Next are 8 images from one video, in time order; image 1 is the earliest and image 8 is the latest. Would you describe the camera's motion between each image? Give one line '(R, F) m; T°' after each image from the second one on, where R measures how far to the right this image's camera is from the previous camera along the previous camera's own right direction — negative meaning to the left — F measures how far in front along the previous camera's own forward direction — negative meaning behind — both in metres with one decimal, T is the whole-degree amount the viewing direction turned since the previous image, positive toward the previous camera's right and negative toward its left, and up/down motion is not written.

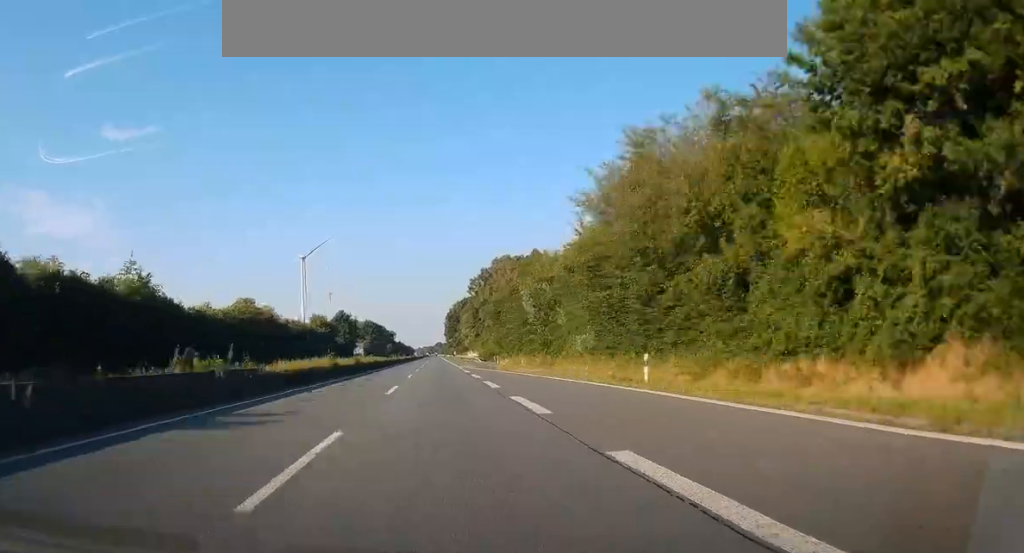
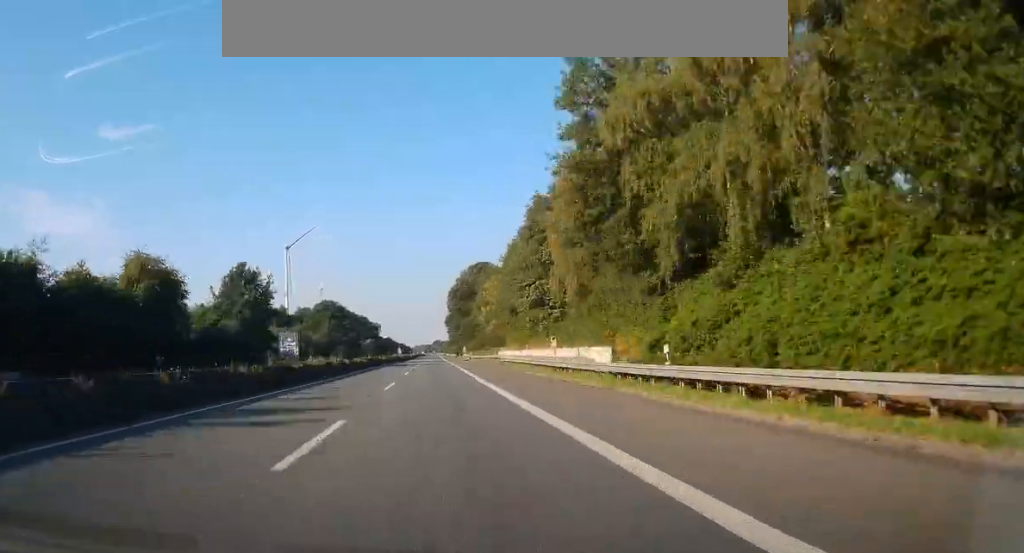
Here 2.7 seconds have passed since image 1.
(-0.2, +115.8) m; 0°
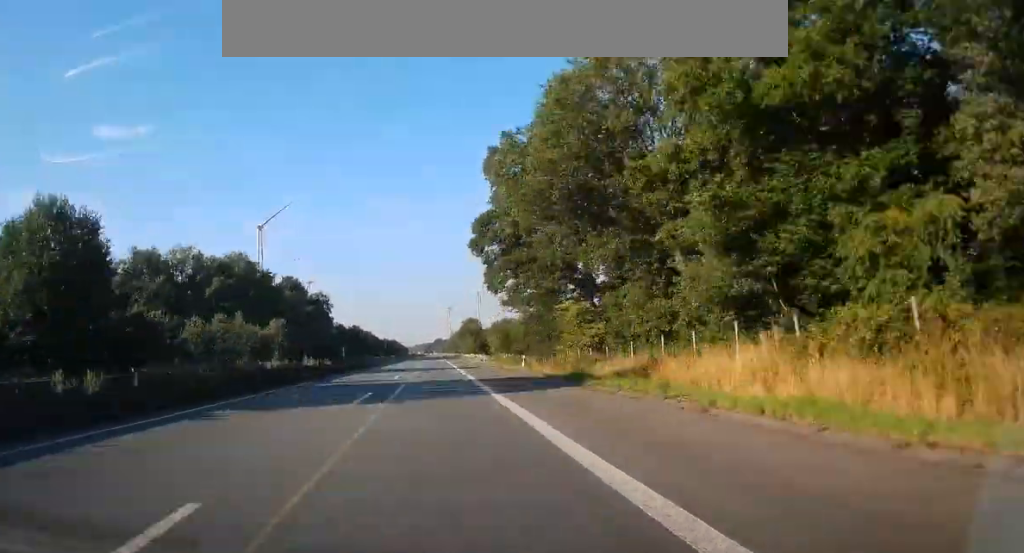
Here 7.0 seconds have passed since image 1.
(+0.4, +187.1) m; 0°
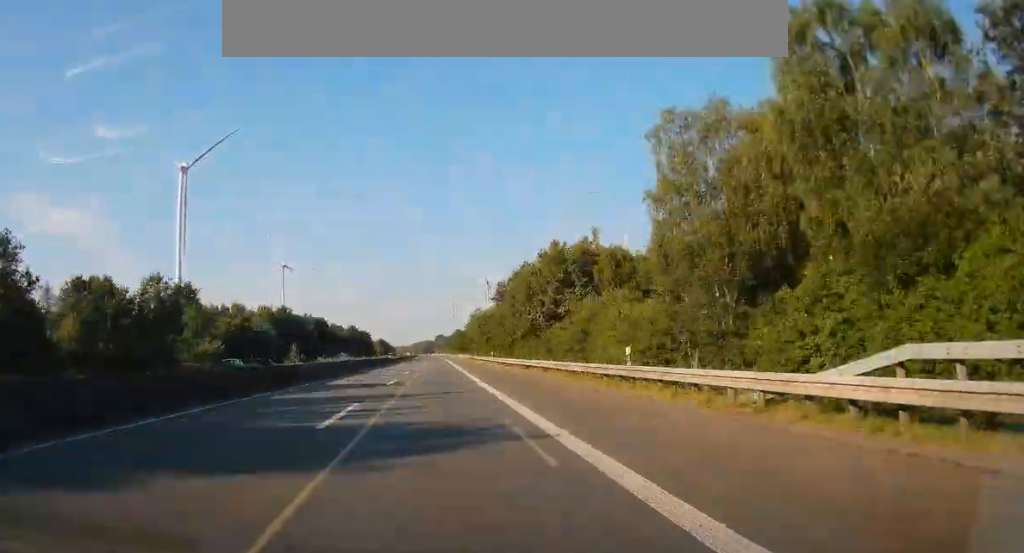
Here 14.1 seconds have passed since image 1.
(-1.0, +223.7) m; 0°
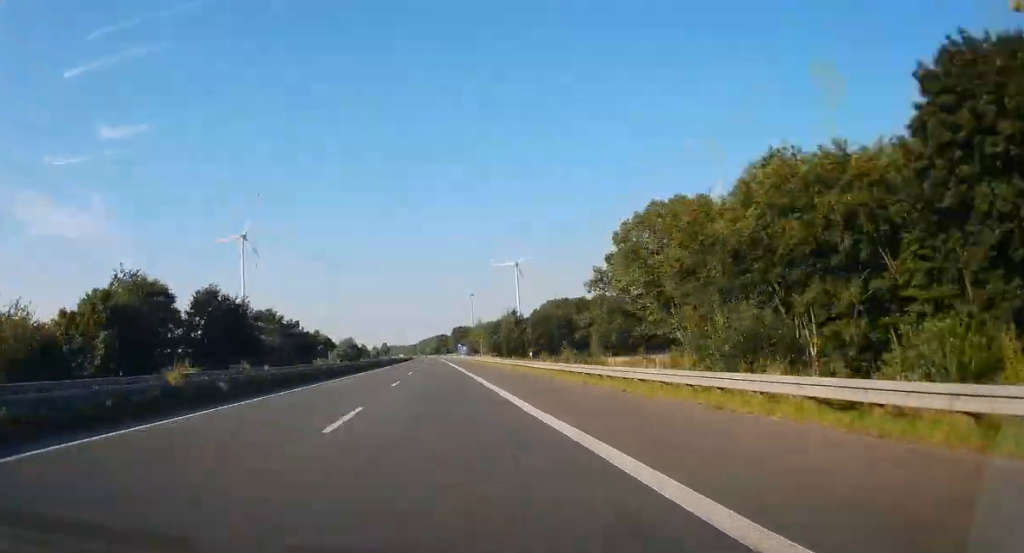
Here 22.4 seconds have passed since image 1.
(-1.8, +305.1) m; +6°
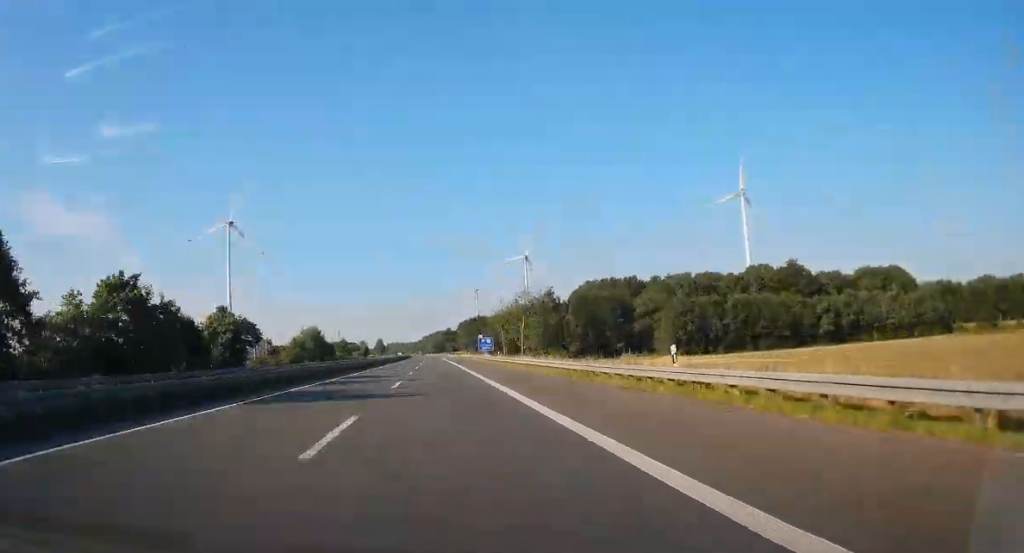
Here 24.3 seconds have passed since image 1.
(+8.4, +62.4) m; -3°
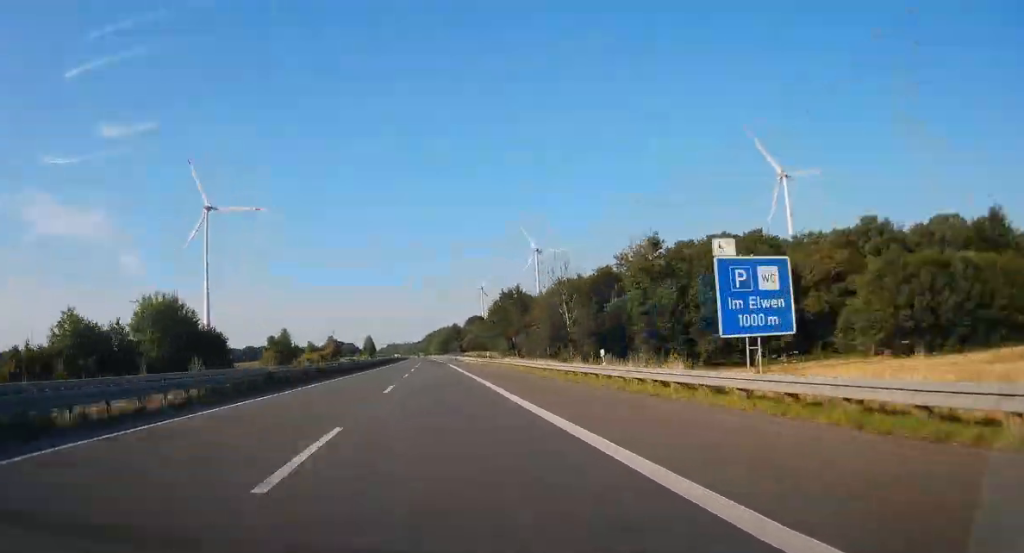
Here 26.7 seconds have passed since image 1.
(+15.7, +75.4) m; -5°
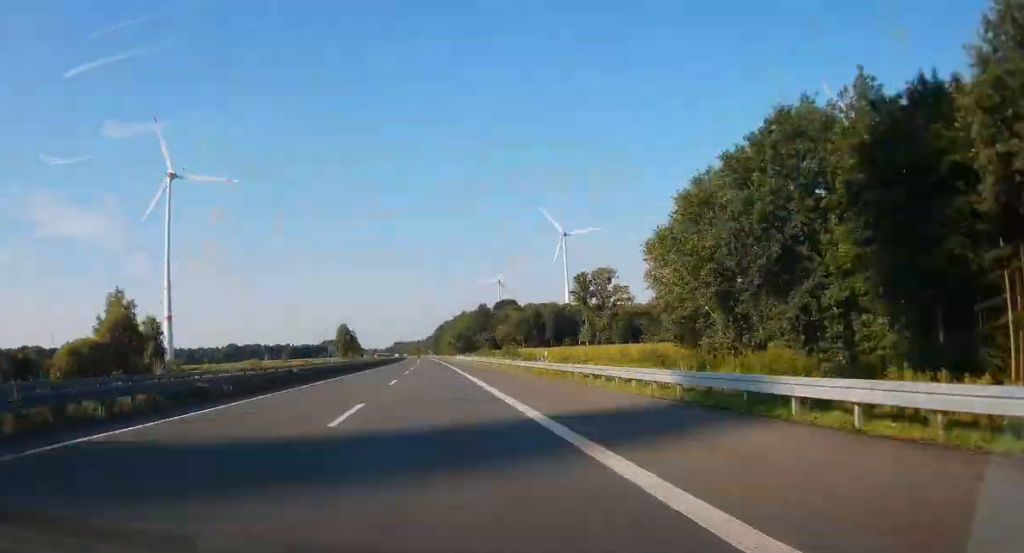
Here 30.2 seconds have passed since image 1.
(-33.9, +185.0) m; -6°
